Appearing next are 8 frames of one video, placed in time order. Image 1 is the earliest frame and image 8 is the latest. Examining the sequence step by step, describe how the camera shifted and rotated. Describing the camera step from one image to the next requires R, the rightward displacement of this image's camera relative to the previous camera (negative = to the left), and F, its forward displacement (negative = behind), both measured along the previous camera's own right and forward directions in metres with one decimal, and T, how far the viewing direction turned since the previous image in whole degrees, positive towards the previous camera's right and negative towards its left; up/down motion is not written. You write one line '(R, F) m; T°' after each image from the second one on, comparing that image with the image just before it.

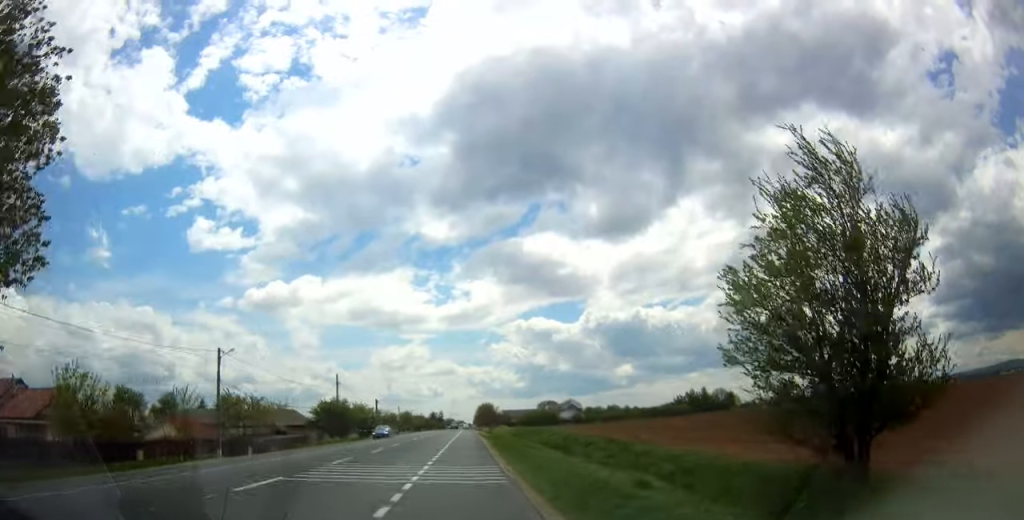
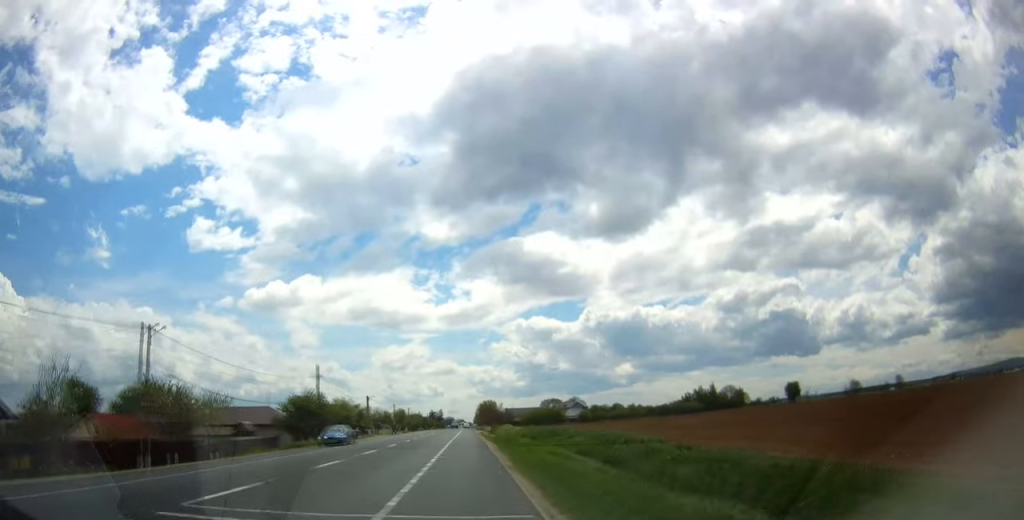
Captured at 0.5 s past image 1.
(-0.1, +10.9) m; 0°
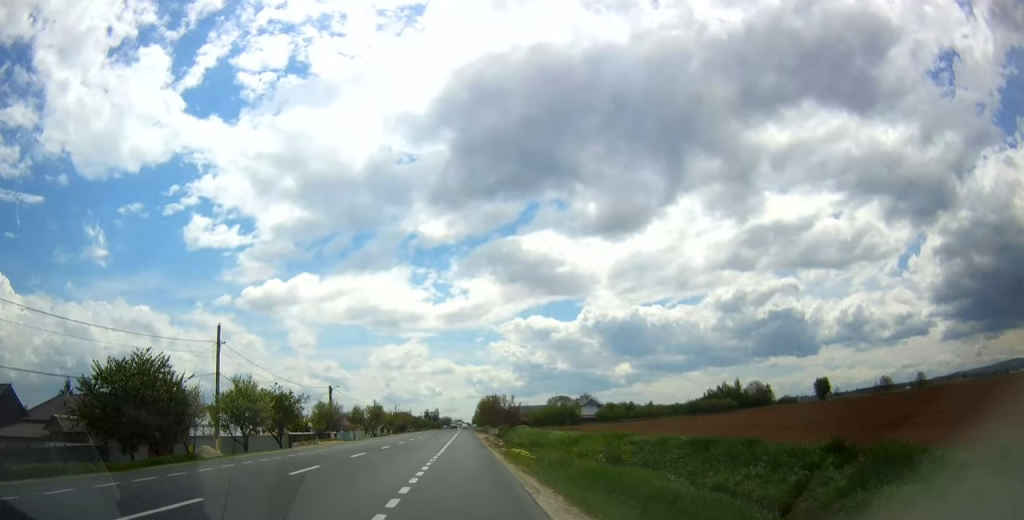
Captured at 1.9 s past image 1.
(-0.1, +29.0) m; +1°
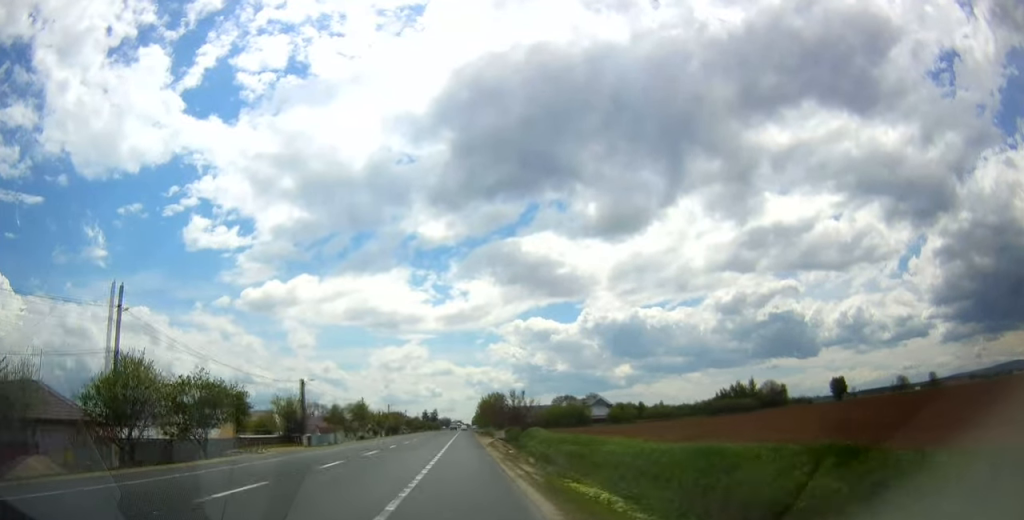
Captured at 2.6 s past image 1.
(+0.1, +14.0) m; 0°
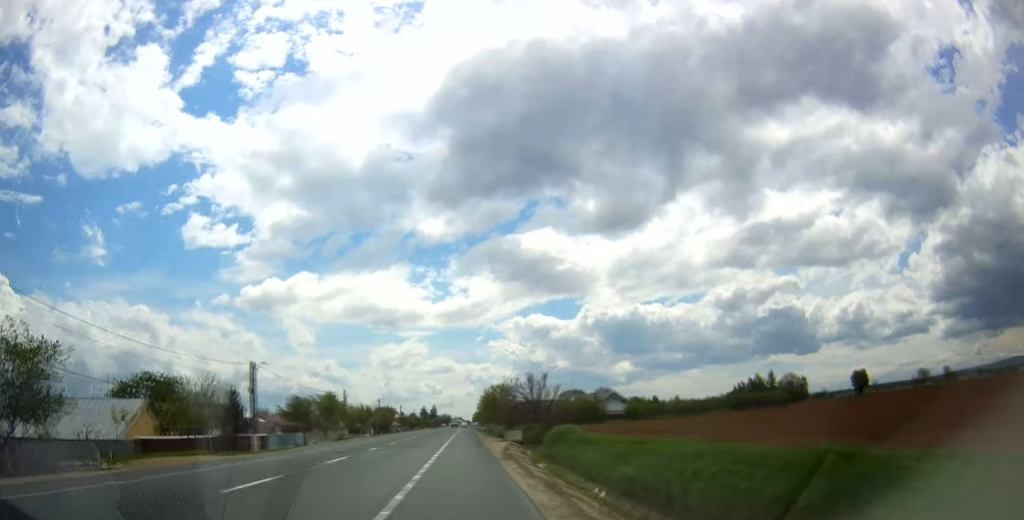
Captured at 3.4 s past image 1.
(0.0, +16.4) m; 0°
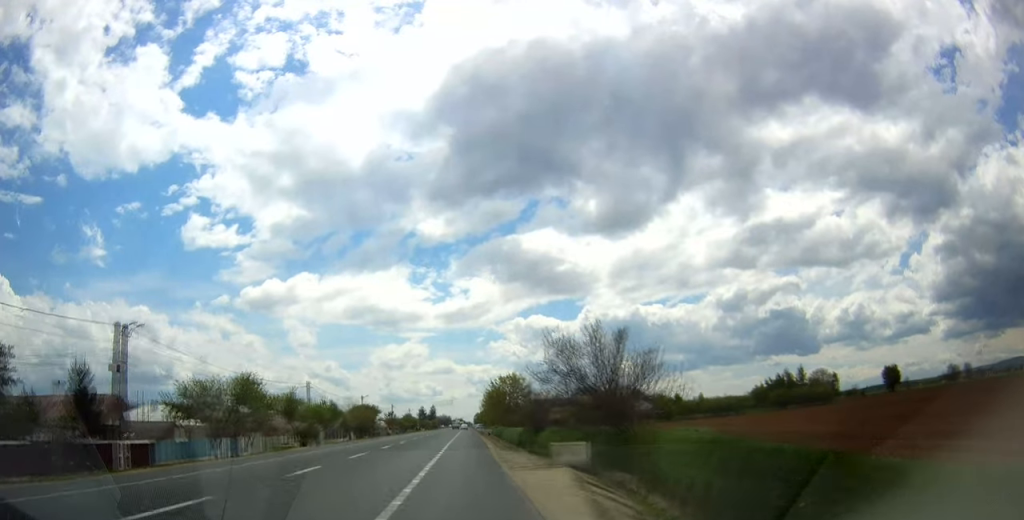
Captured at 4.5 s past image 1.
(-0.2, +22.0) m; 0°
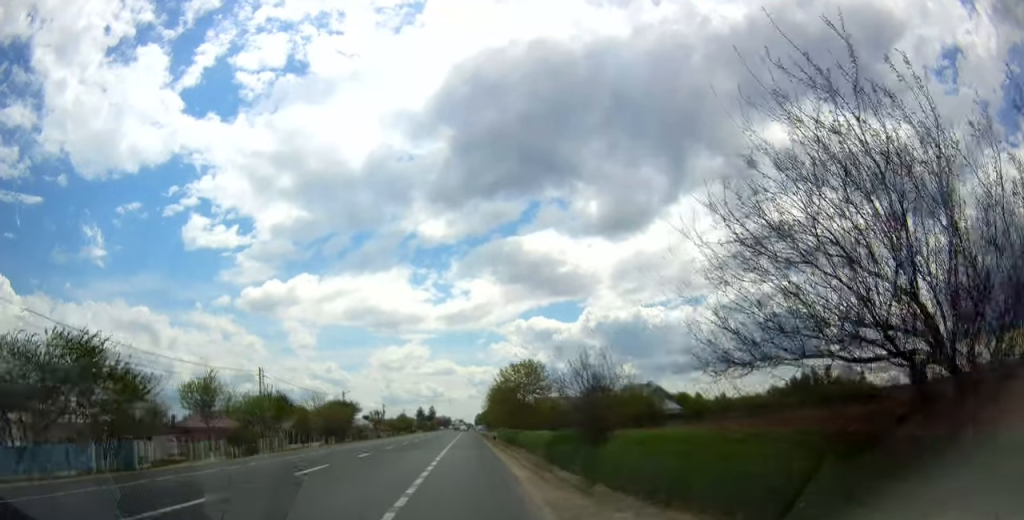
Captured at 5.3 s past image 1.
(+0.1, +17.0) m; 0°
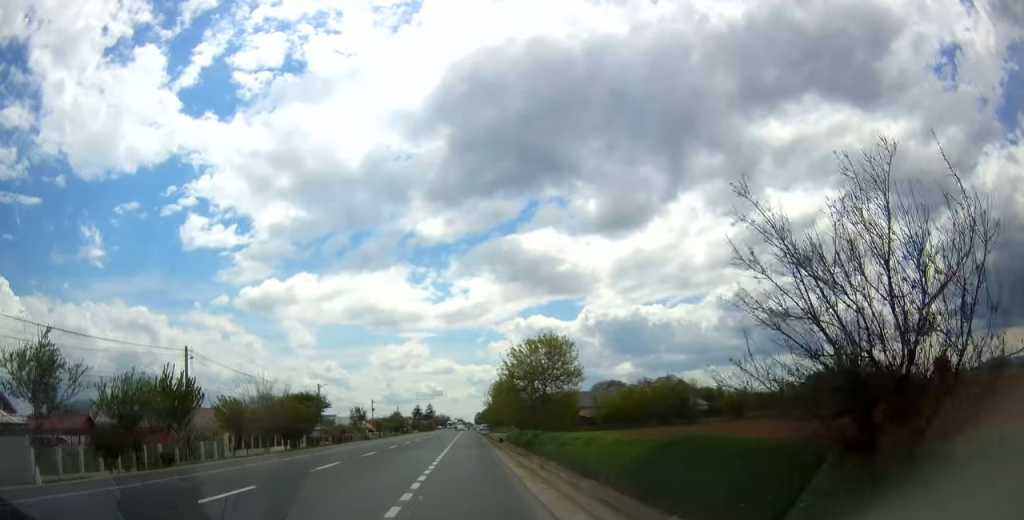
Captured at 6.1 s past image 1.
(0.0, +15.3) m; 0°
